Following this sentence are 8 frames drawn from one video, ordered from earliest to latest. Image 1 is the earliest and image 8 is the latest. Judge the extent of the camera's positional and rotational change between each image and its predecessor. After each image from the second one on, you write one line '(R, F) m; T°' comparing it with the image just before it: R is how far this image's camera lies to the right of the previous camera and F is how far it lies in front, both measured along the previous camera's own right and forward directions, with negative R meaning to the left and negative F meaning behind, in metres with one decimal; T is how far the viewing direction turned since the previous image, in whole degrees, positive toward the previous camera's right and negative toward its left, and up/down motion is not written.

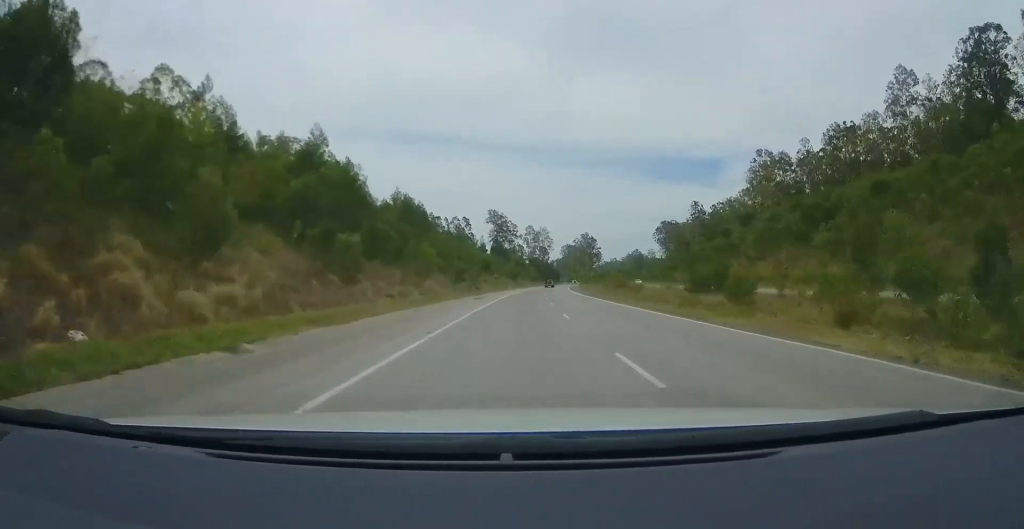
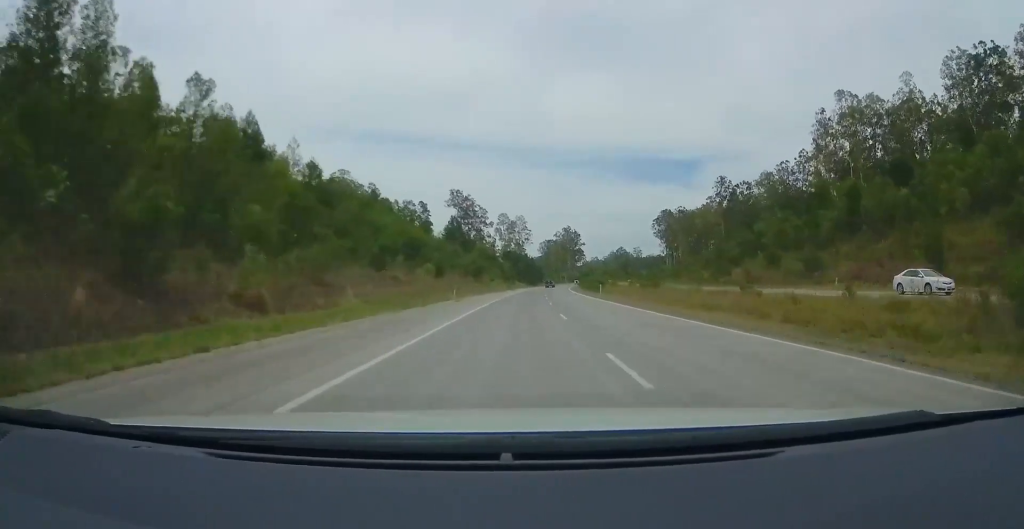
(+2.1, +60.1) m; +4°
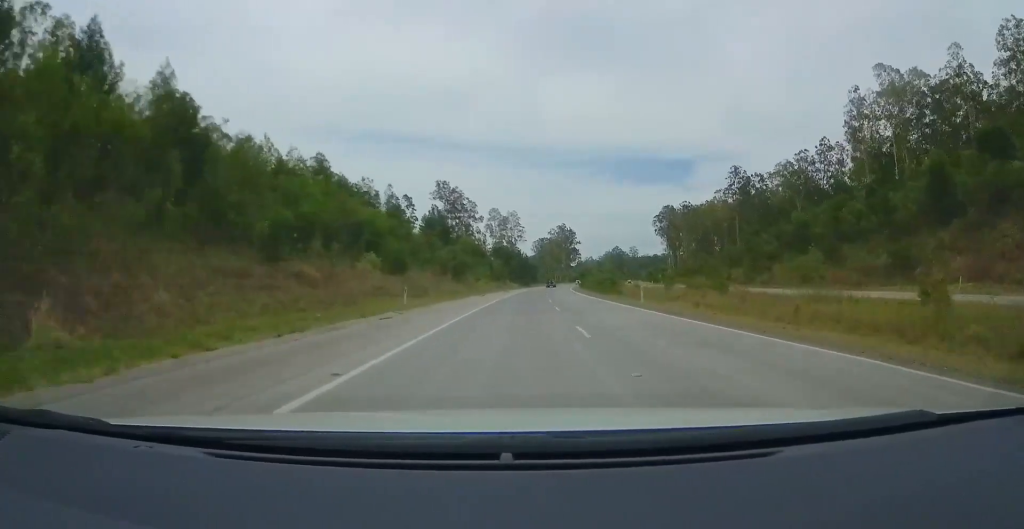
(+0.6, +18.4) m; +1°
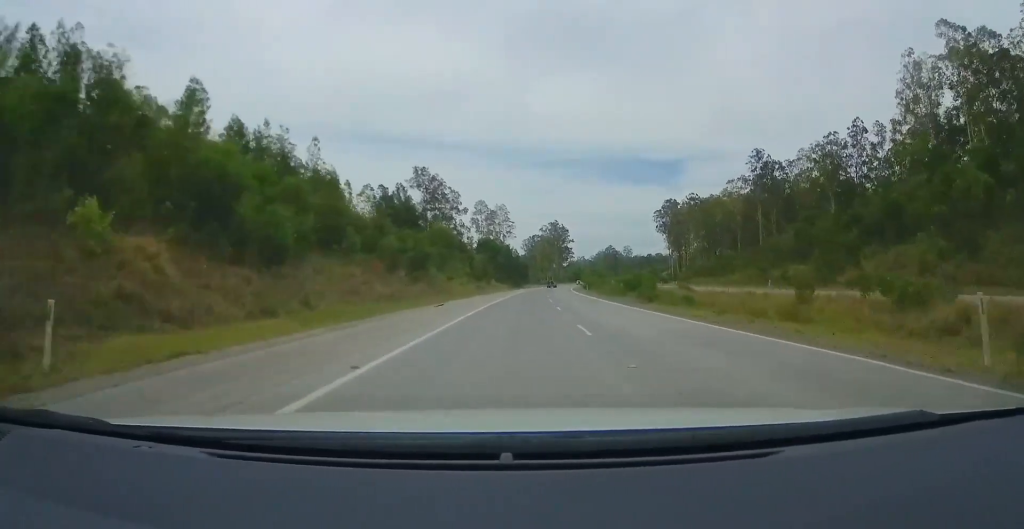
(+0.4, +23.2) m; +1°
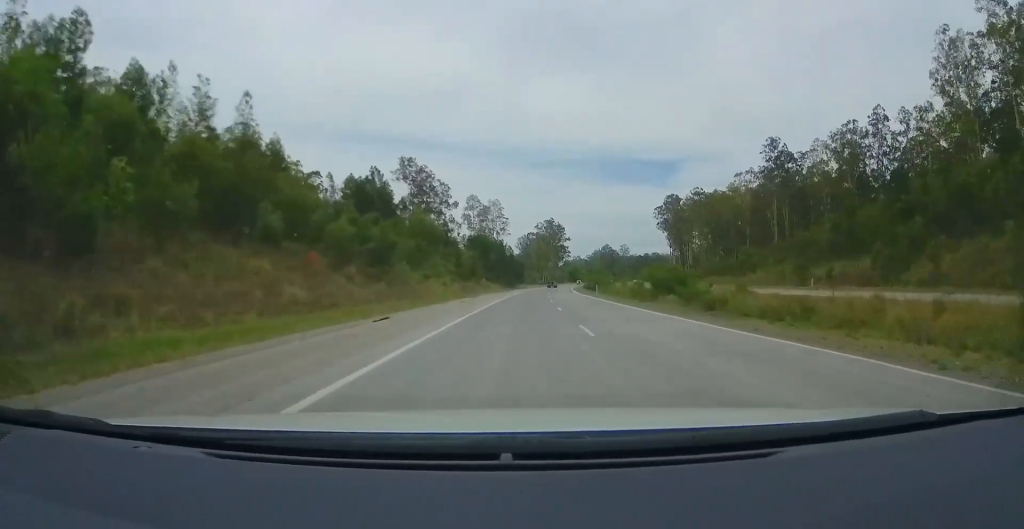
(-0.2, +12.2) m; 0°
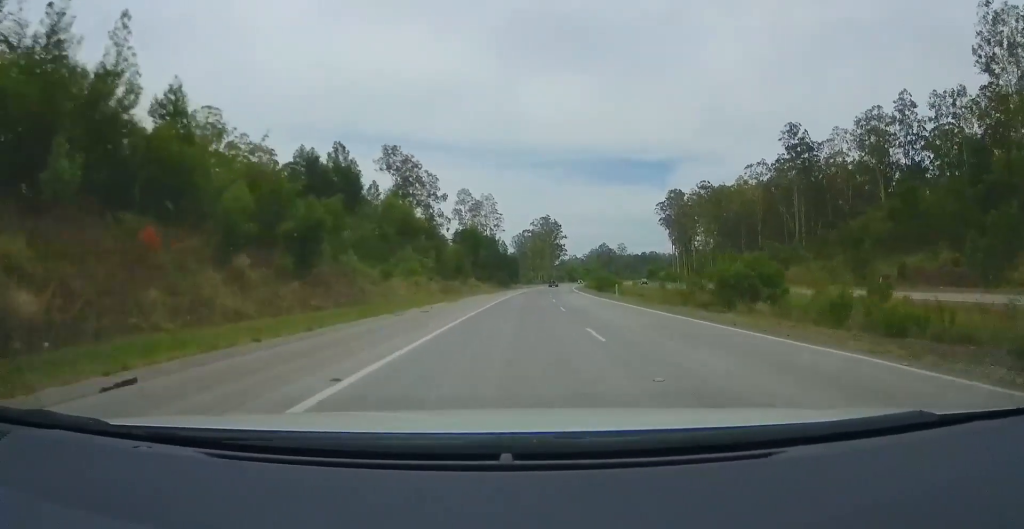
(-0.1, +13.4) m; 0°
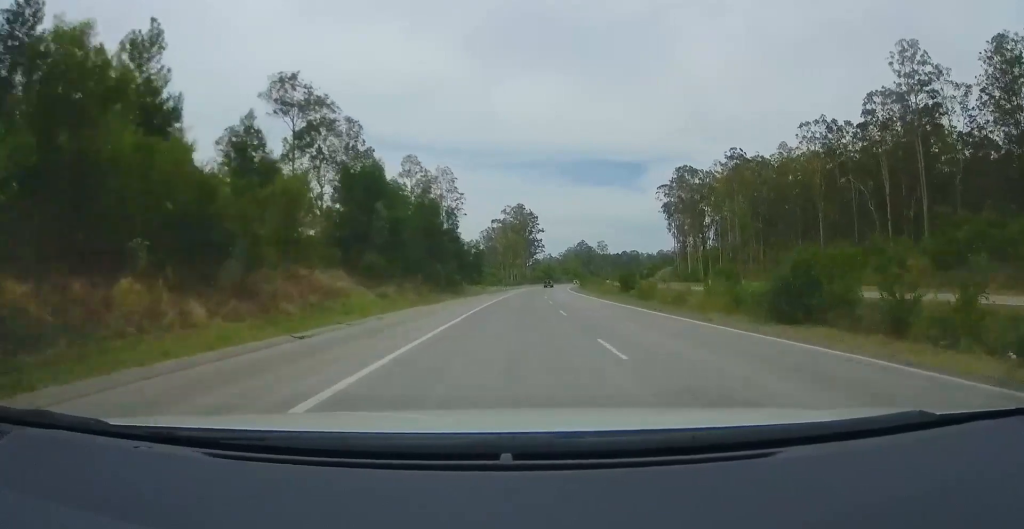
(+2.2, +50.8) m; +5°
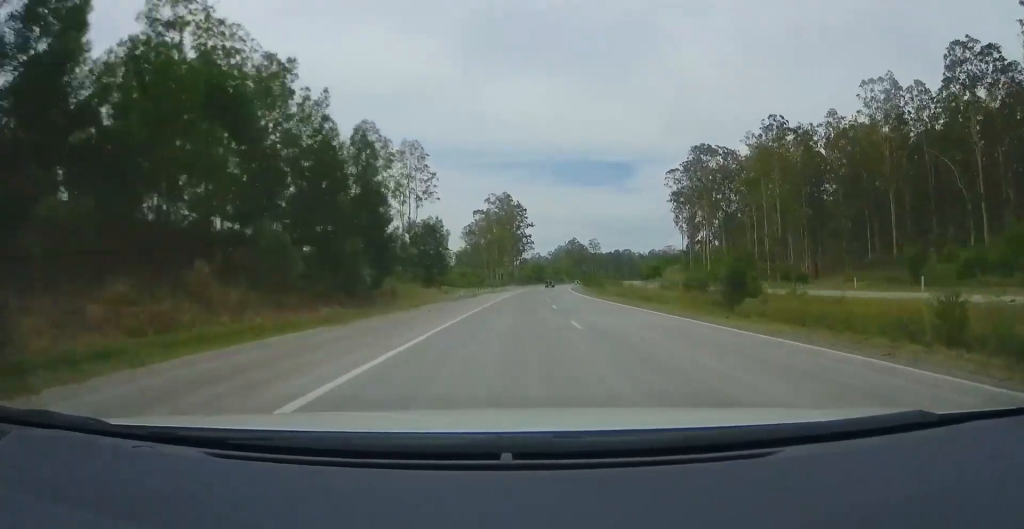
(+0.6, +29.9) m; +1°
